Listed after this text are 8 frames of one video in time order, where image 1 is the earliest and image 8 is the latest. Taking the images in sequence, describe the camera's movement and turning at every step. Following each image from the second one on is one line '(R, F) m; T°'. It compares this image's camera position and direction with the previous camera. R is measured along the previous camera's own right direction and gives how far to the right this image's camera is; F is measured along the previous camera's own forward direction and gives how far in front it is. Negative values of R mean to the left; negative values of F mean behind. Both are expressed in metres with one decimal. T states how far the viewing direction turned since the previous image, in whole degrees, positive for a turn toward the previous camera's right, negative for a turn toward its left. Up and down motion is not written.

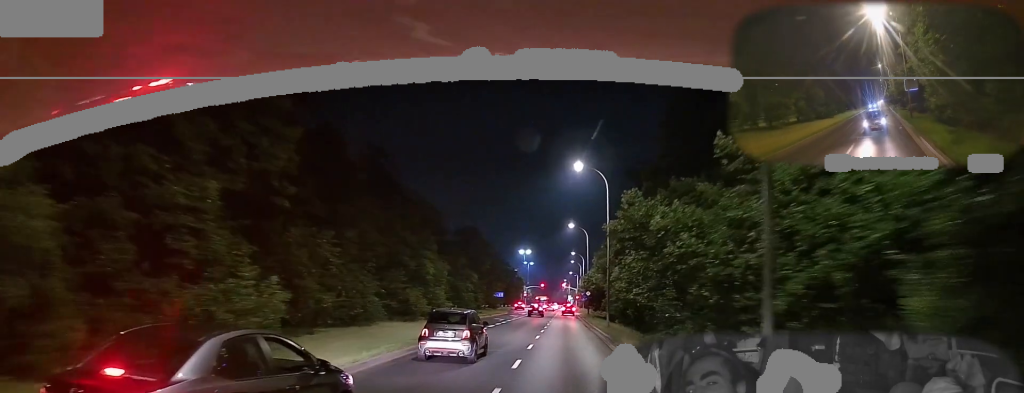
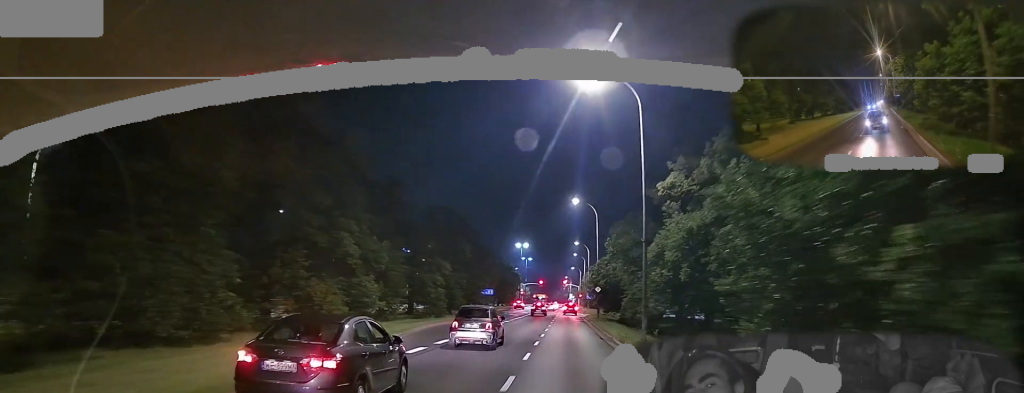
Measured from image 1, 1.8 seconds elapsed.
(+0.2, +16.9) m; +1°
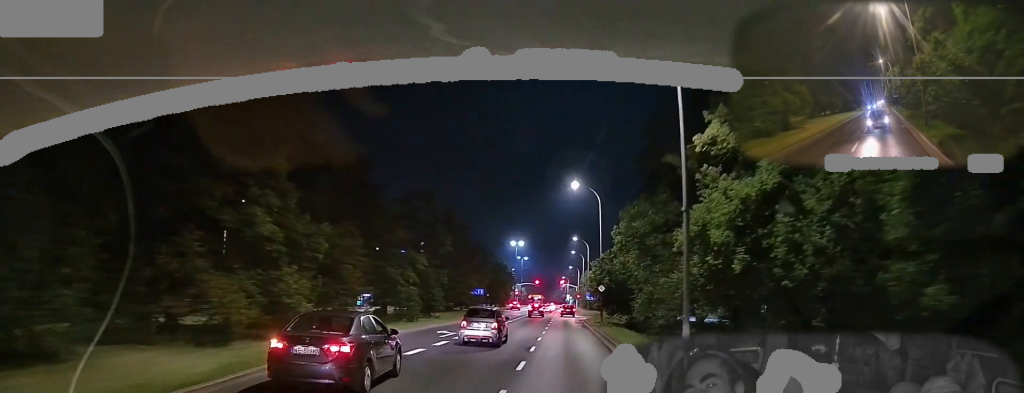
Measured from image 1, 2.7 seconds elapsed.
(0.0, +8.1) m; -1°
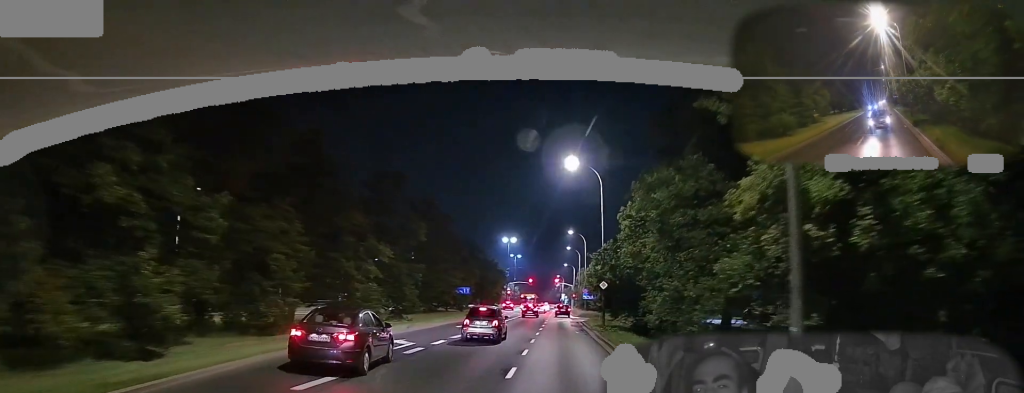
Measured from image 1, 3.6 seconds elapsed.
(-0.1, +7.6) m; -1°
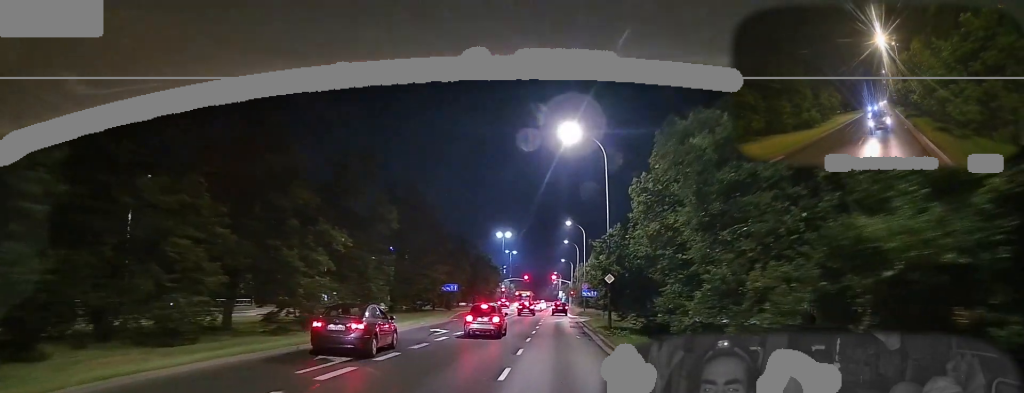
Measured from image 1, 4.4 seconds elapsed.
(0.0, +6.8) m; 0°
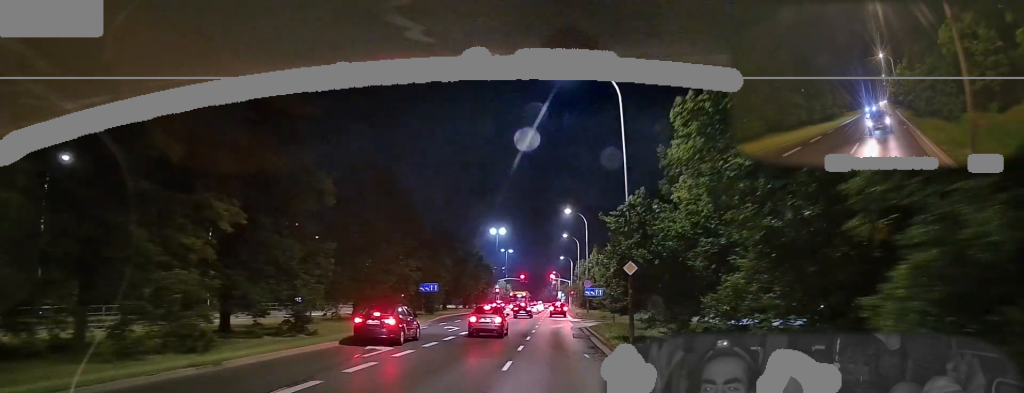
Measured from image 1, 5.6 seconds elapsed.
(+0.1, +10.3) m; +1°
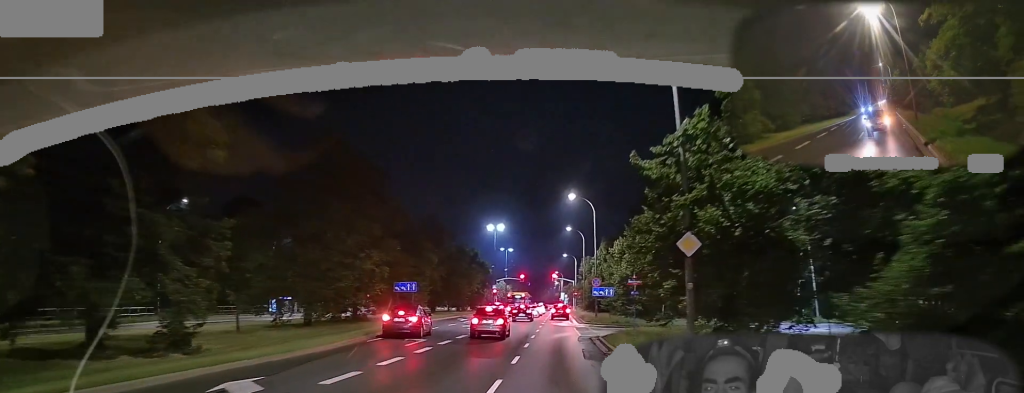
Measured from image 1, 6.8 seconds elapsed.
(+0.1, +10.0) m; +2°
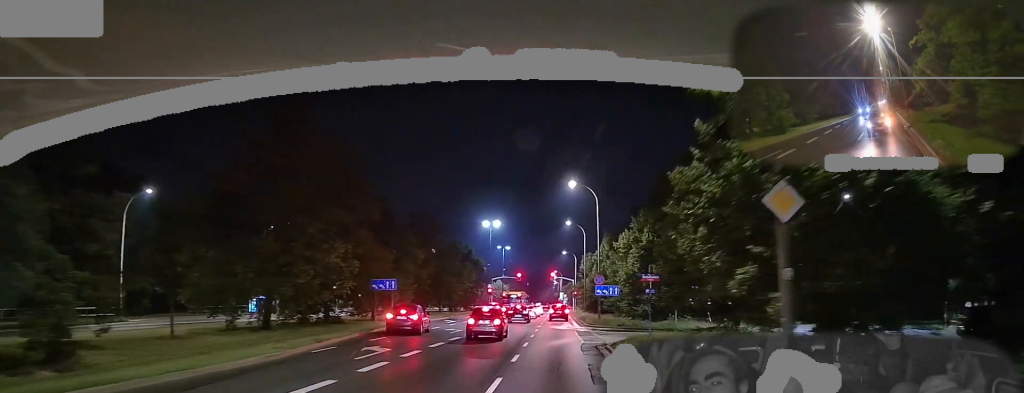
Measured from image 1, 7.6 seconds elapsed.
(+0.1, +5.6) m; +1°
